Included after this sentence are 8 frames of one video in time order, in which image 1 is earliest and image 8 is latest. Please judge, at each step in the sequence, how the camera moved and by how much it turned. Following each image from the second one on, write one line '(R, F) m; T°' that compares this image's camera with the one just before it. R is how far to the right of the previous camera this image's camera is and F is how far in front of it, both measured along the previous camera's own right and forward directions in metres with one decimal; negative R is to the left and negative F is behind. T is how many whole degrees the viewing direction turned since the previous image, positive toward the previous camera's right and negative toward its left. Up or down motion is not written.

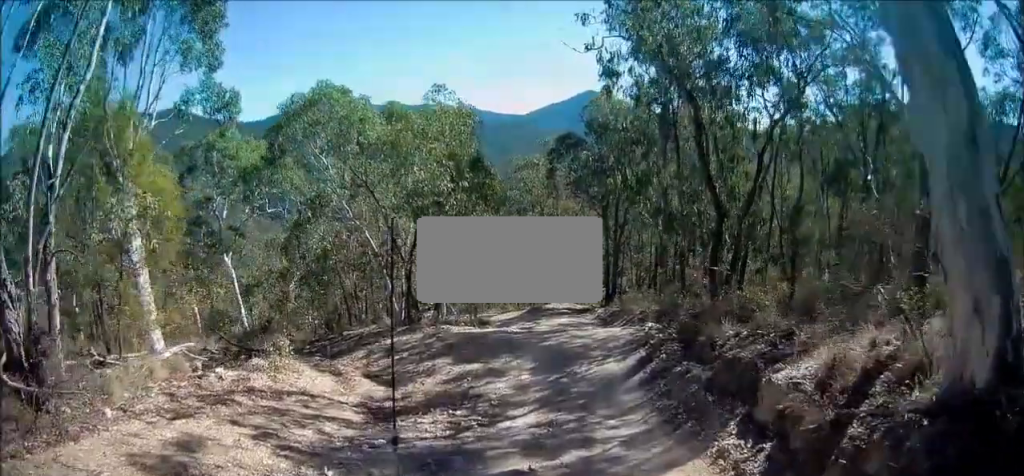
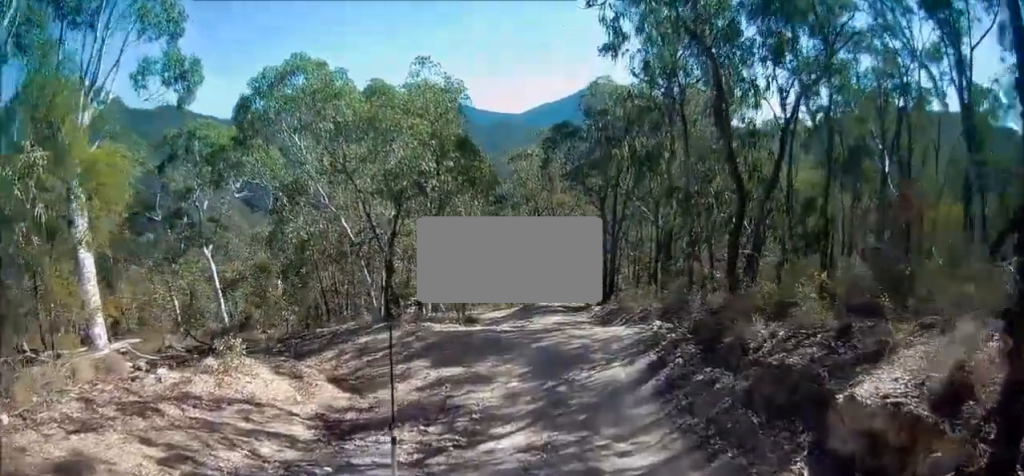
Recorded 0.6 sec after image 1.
(+0.1, +1.6) m; +4°
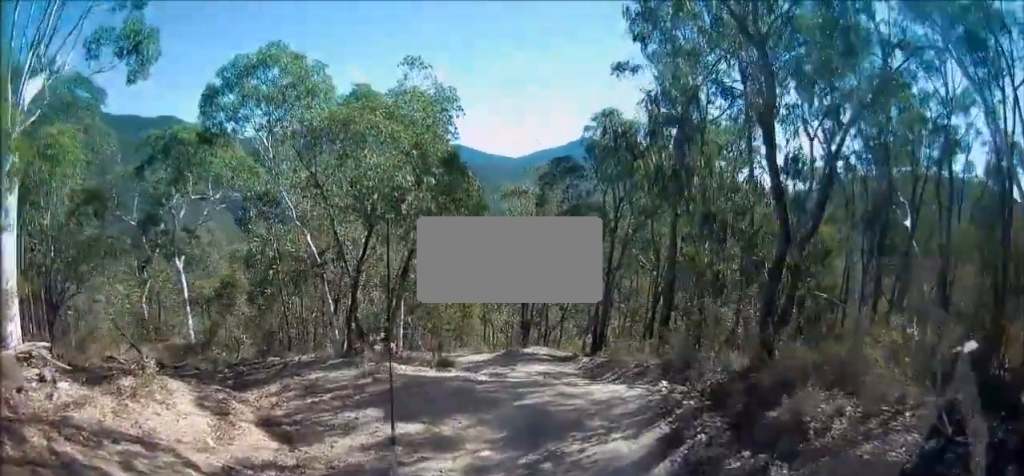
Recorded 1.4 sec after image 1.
(+0.1, +2.1) m; +5°
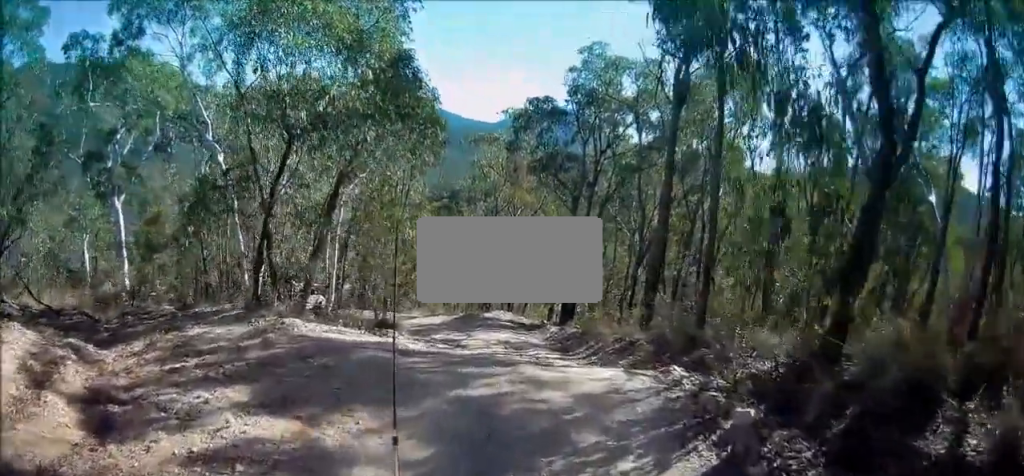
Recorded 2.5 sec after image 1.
(+0.2, +2.9) m; +2°
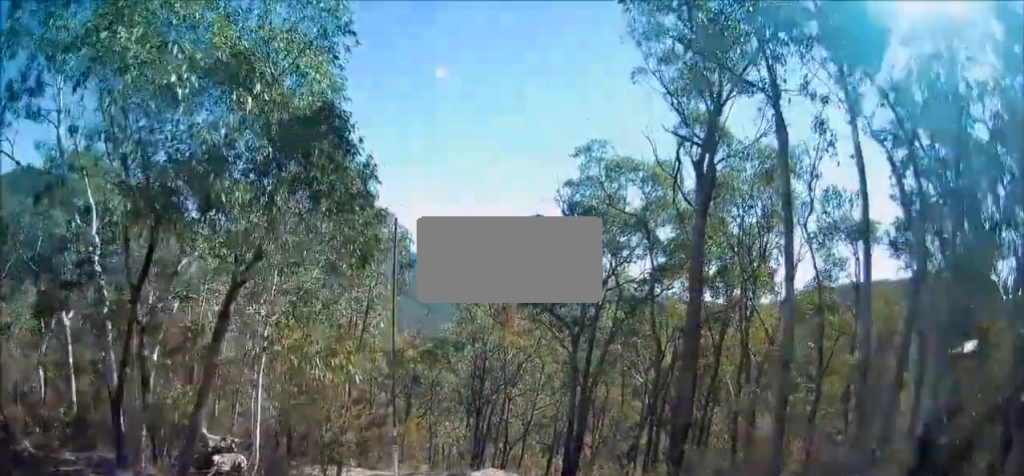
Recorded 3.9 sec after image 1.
(-0.2, +3.7) m; -7°
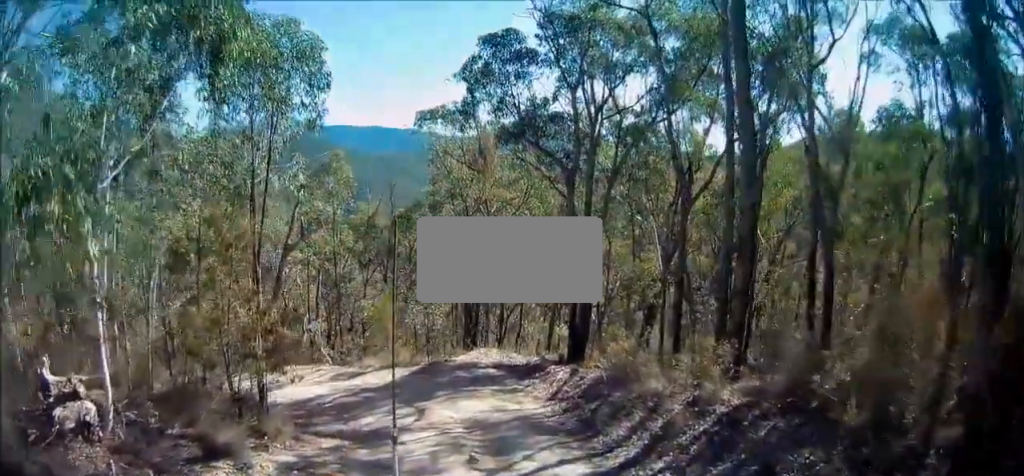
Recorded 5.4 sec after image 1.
(+0.6, +4.2) m; +9°
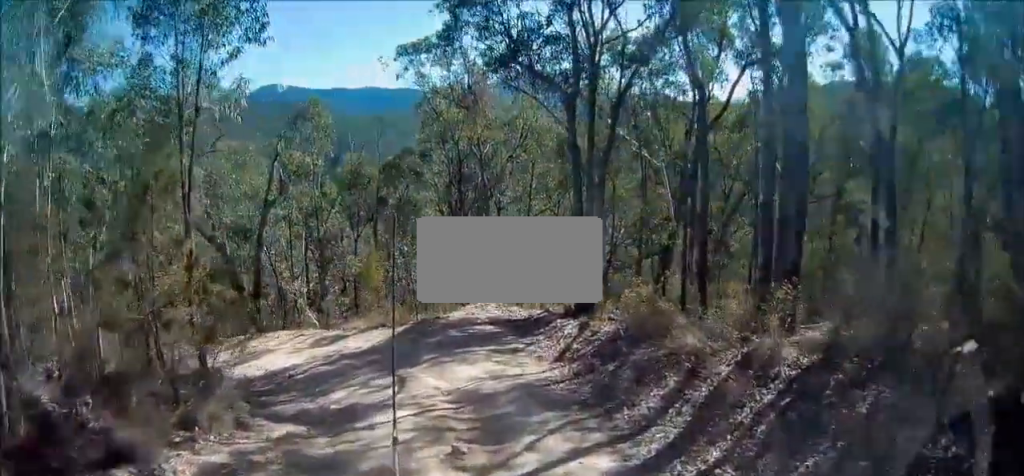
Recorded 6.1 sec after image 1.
(+0.1, +1.8) m; -5°
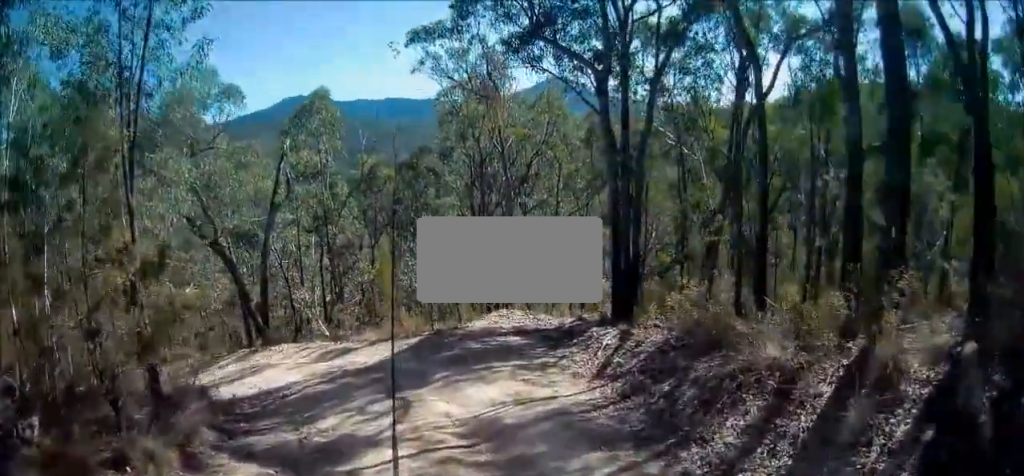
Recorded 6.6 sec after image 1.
(-0.3, +1.6) m; -9°
